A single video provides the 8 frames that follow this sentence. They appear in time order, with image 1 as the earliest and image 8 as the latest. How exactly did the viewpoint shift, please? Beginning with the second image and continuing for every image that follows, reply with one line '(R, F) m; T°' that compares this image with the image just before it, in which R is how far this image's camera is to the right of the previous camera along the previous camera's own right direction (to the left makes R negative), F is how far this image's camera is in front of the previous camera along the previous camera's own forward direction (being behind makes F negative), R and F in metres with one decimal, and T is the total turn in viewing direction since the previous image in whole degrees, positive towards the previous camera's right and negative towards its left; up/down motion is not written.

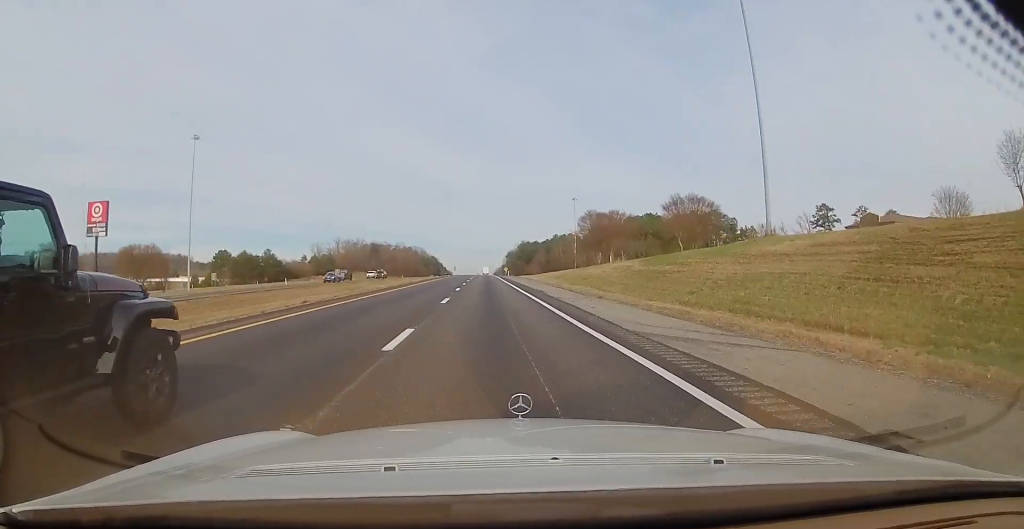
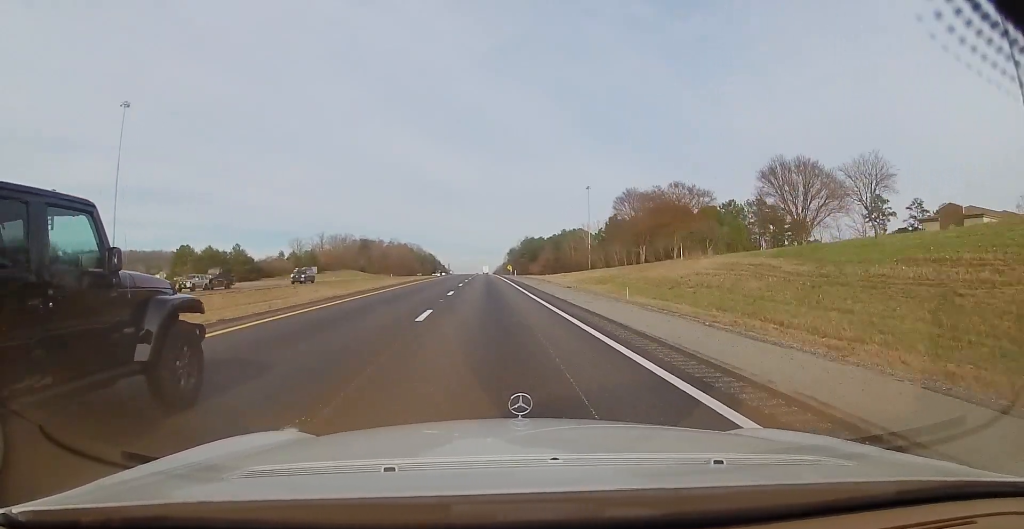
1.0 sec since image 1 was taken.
(-0.1, +31.8) m; 0°
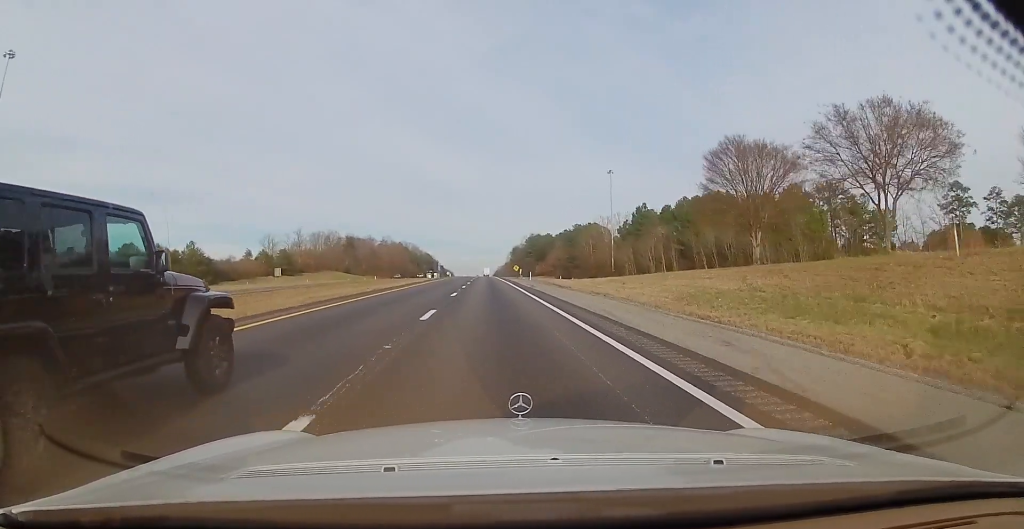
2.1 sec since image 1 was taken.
(+0.1, +36.1) m; 0°
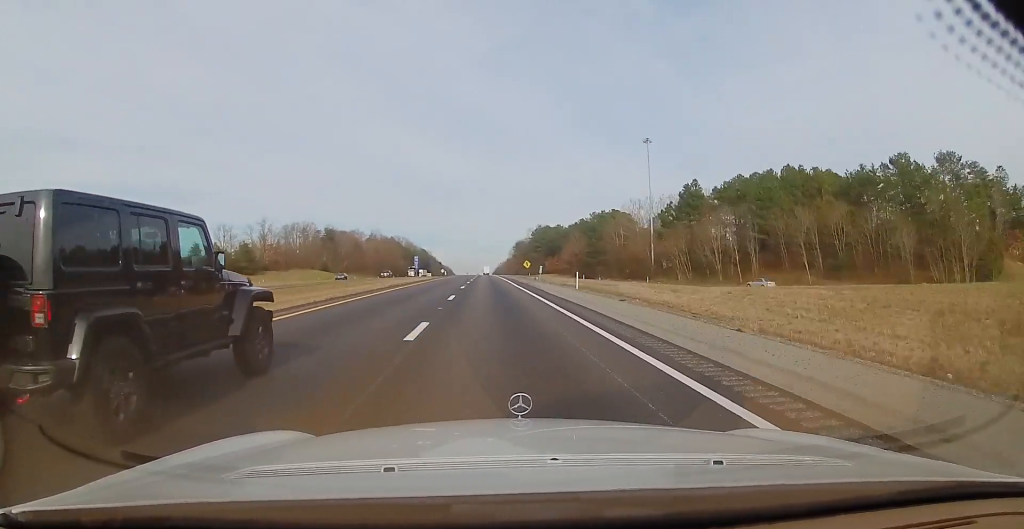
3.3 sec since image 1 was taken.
(-0.2, +40.3) m; 0°
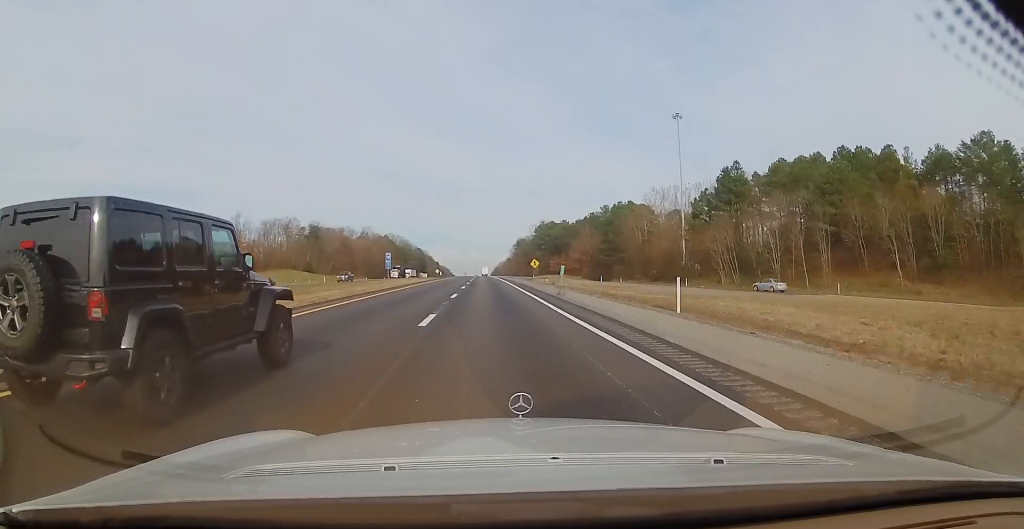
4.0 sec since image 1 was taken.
(0.0, +21.8) m; 0°
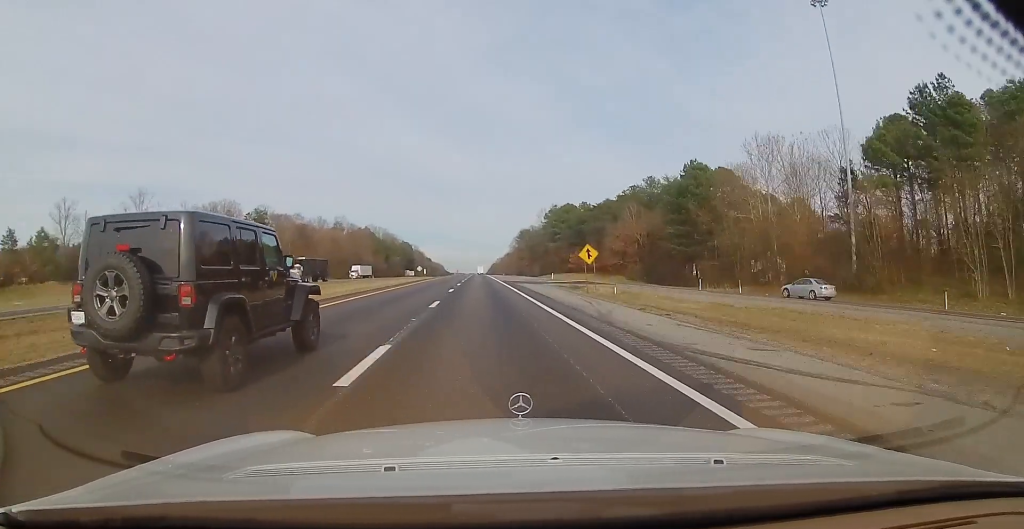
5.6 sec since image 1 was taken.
(0.0, +54.6) m; 0°
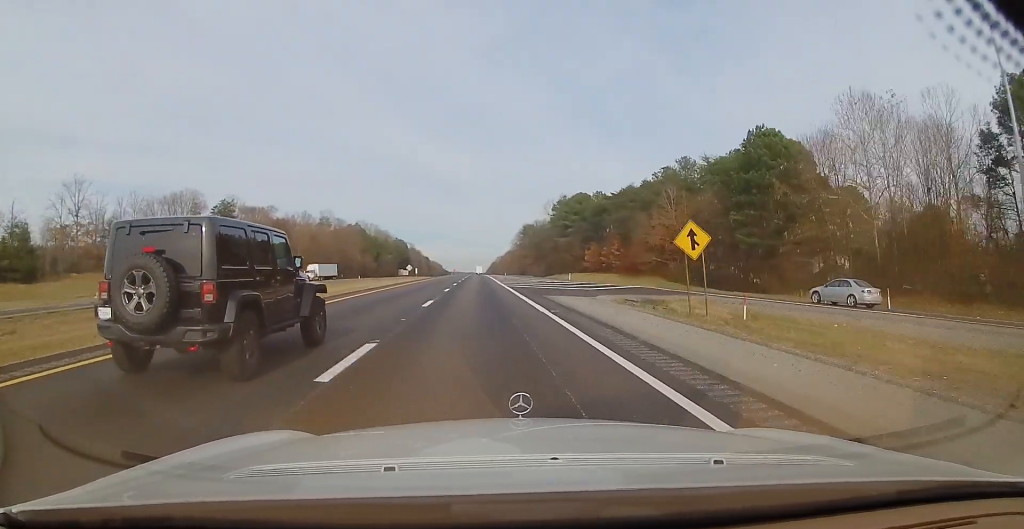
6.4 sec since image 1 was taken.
(0.0, +24.0) m; 0°
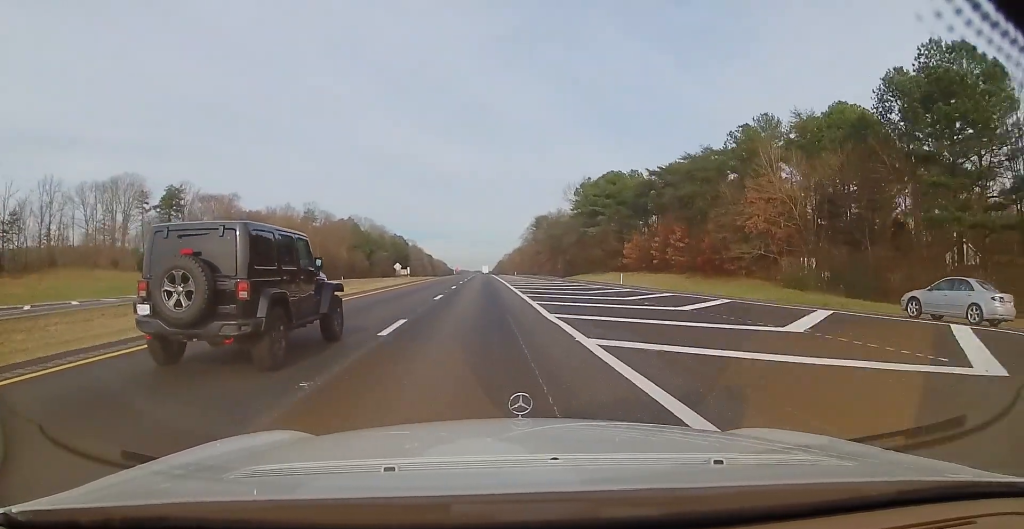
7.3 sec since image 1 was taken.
(0.0, +31.8) m; 0°
